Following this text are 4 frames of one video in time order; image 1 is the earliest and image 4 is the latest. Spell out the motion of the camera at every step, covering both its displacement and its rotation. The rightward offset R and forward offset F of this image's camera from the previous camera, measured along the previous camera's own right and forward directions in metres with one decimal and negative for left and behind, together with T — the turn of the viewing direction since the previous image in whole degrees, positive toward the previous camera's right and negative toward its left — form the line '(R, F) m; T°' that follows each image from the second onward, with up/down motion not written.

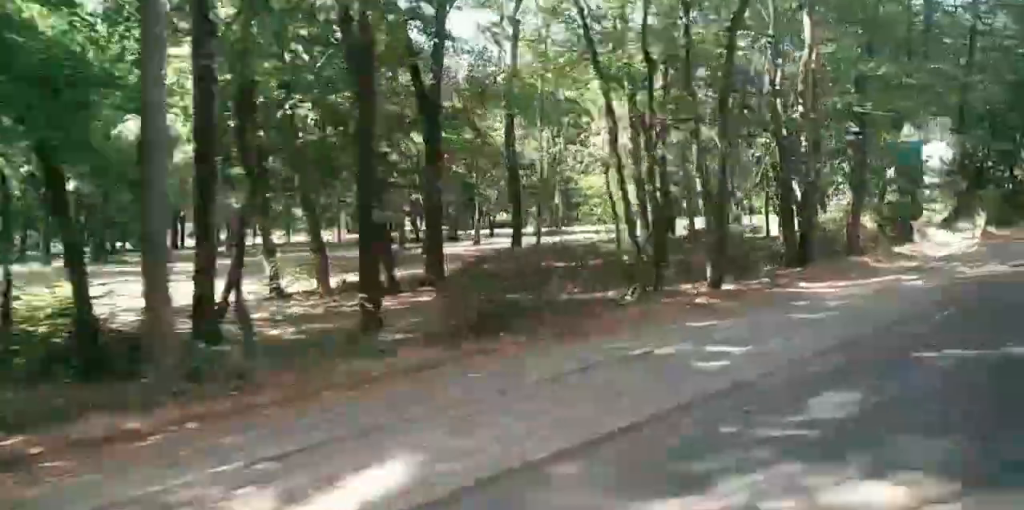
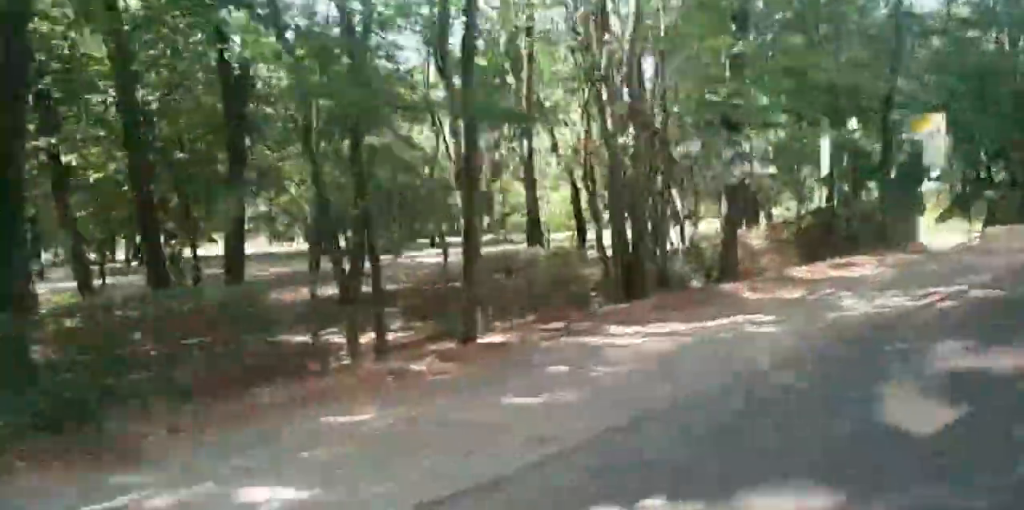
(0.0, +8.4) m; 0°
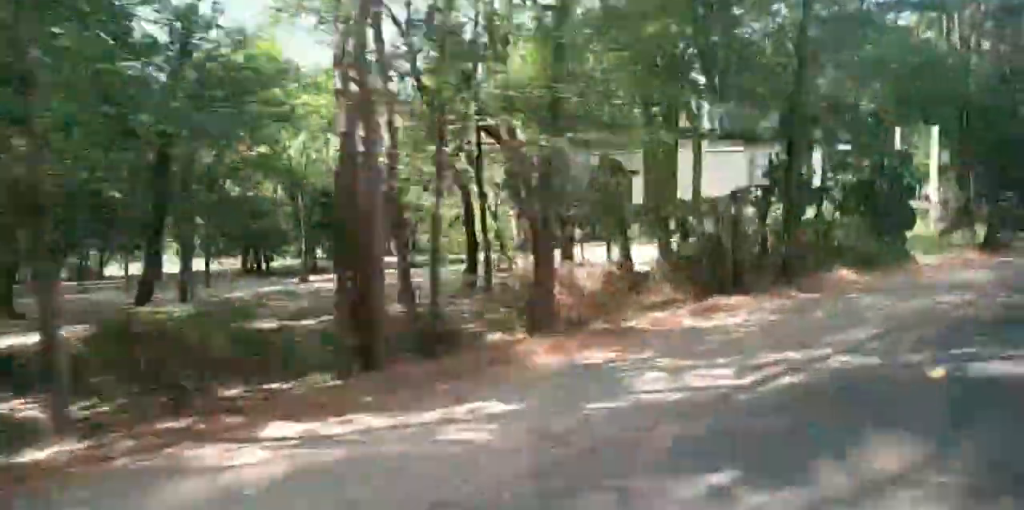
(0.0, +6.7) m; 0°
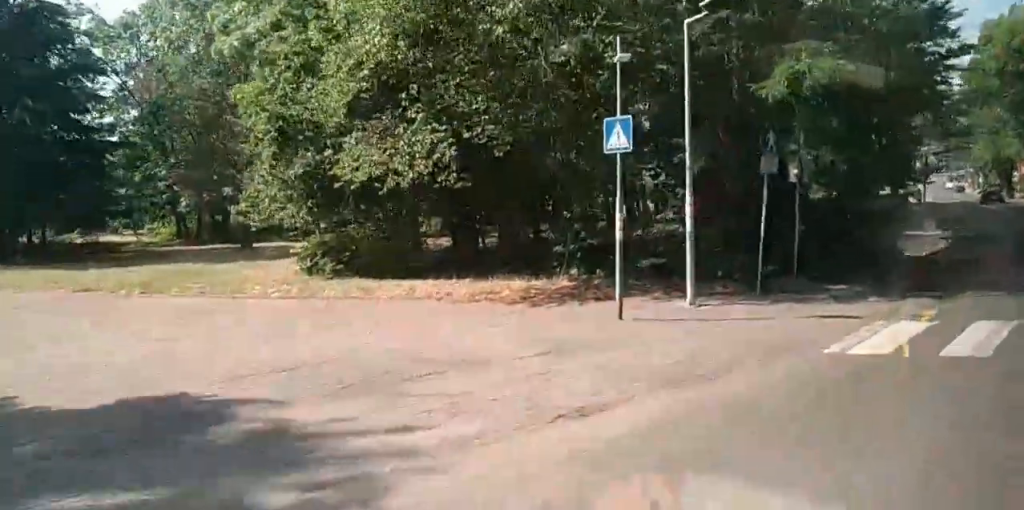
(+0.3, +59.6) m; -6°
